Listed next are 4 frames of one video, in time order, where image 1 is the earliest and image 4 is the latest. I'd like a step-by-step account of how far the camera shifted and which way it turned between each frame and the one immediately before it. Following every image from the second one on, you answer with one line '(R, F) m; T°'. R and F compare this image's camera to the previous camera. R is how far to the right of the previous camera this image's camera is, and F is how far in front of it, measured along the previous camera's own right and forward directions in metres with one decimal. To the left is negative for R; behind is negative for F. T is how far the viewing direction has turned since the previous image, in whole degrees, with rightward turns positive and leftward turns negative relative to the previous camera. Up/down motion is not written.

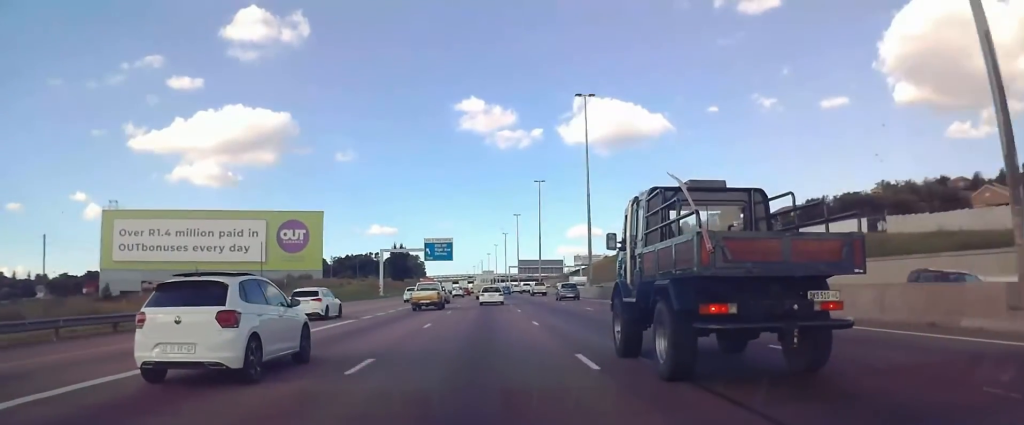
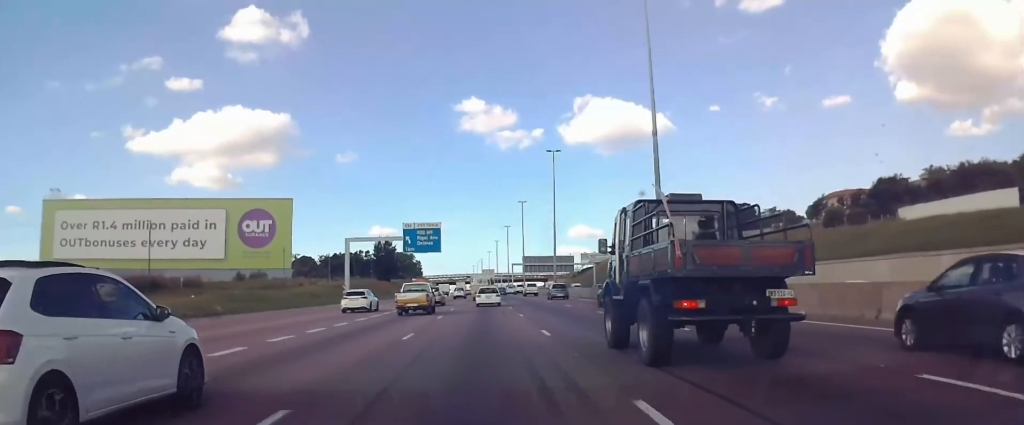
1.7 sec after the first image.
(+0.2, +28.7) m; -1°
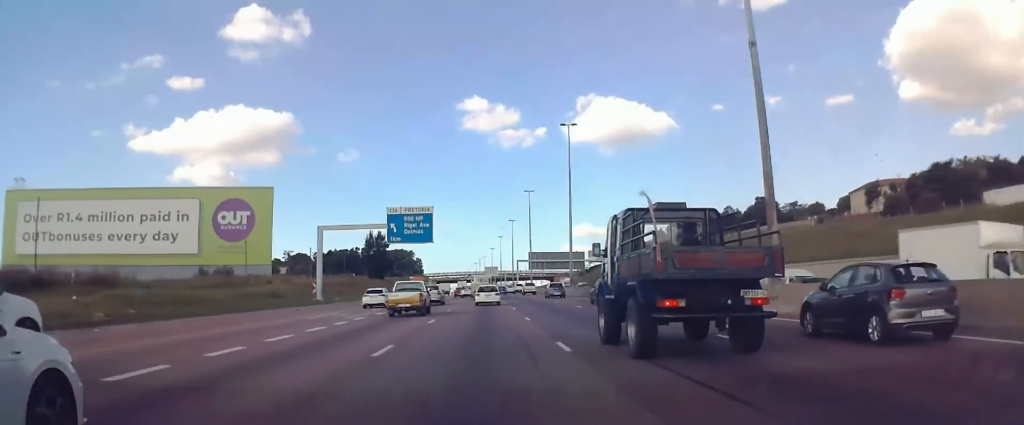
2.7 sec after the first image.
(-0.2, +16.1) m; 0°
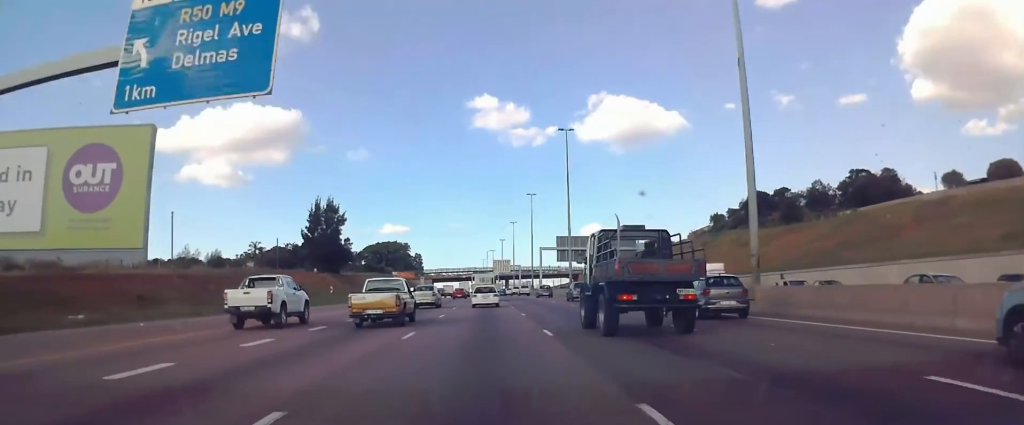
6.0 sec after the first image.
(+0.1, +54.6) m; -1°
